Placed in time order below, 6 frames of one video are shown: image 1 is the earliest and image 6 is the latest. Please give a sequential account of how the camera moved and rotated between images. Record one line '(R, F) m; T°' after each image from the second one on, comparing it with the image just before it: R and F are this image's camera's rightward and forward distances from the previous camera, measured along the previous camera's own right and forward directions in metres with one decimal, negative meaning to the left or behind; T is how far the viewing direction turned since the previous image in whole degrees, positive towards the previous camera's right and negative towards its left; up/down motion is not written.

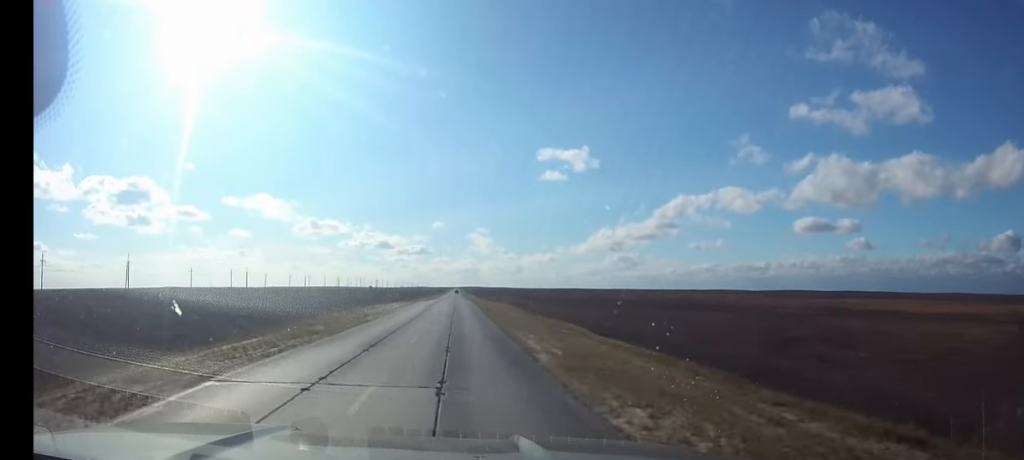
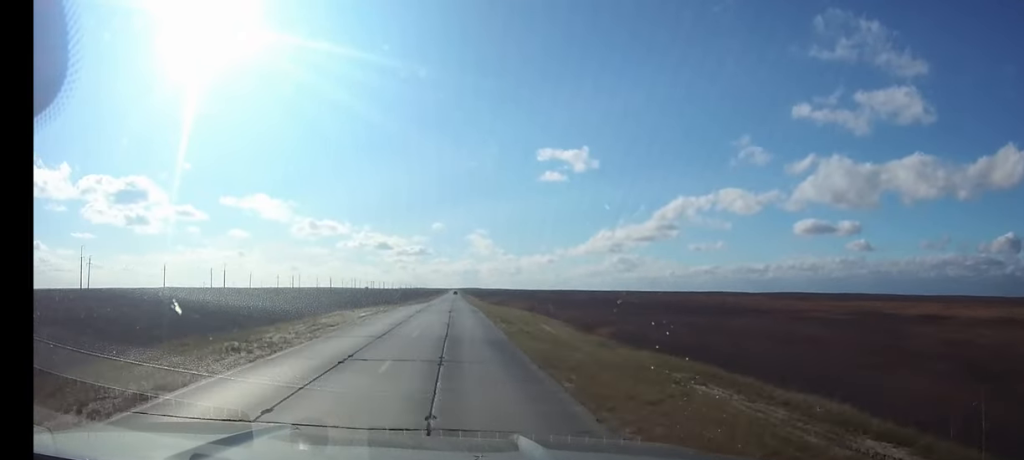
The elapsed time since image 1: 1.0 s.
(0.0, +22.9) m; 0°
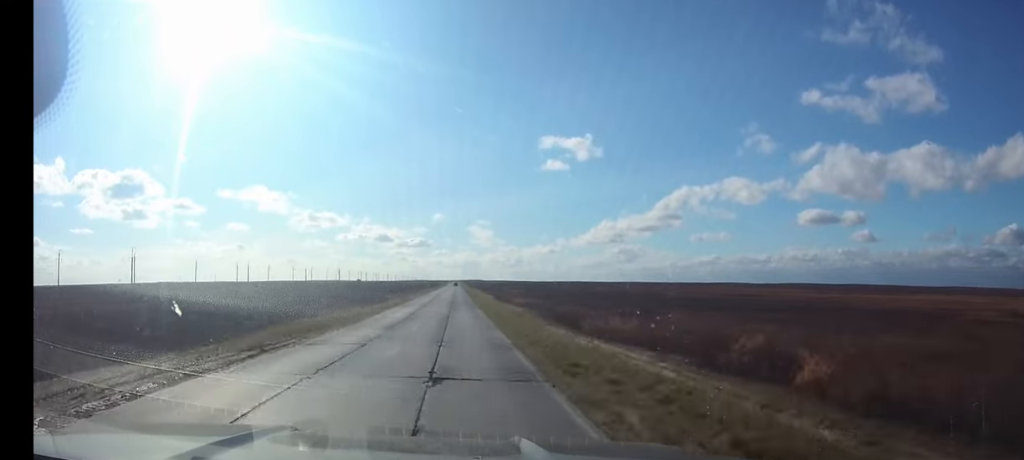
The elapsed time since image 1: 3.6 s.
(-0.1, +64.1) m; 0°
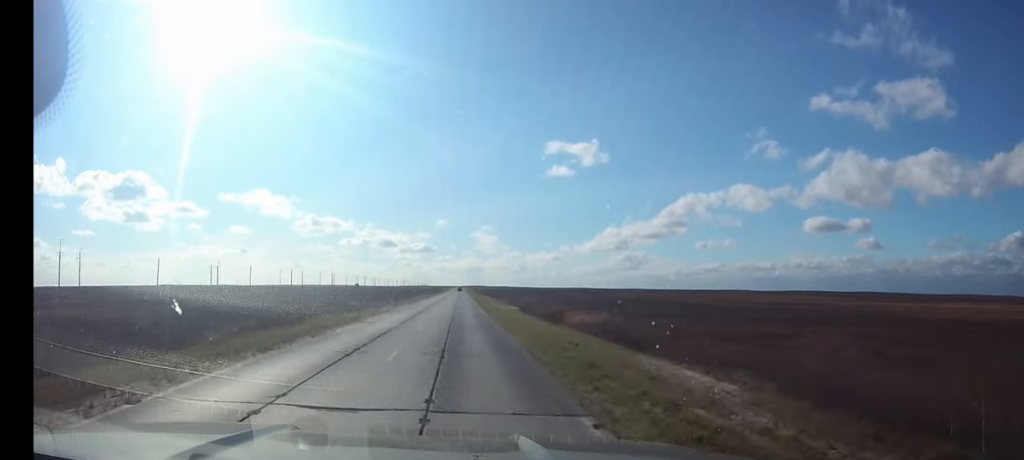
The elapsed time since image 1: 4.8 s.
(0.0, +33.2) m; 0°
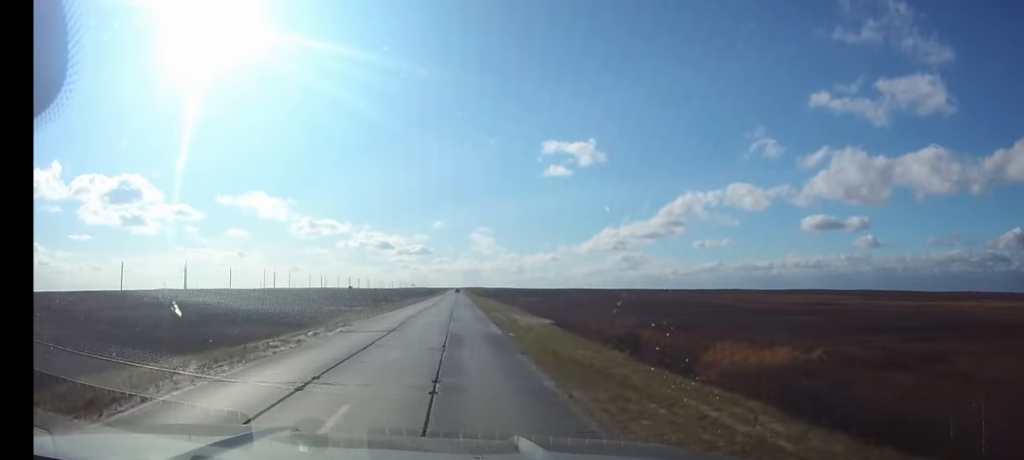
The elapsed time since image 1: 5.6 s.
(0.0, +21.7) m; 0°
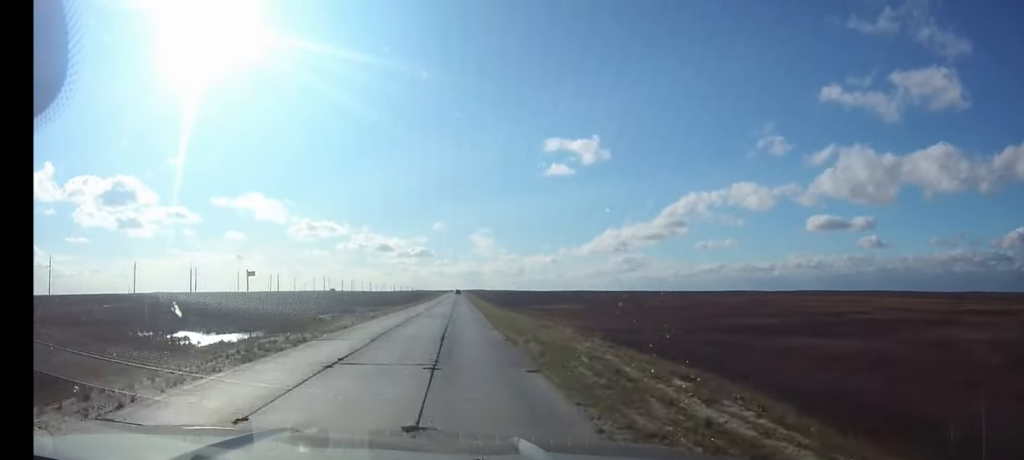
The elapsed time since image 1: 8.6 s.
(+0.1, +79.8) m; 0°
